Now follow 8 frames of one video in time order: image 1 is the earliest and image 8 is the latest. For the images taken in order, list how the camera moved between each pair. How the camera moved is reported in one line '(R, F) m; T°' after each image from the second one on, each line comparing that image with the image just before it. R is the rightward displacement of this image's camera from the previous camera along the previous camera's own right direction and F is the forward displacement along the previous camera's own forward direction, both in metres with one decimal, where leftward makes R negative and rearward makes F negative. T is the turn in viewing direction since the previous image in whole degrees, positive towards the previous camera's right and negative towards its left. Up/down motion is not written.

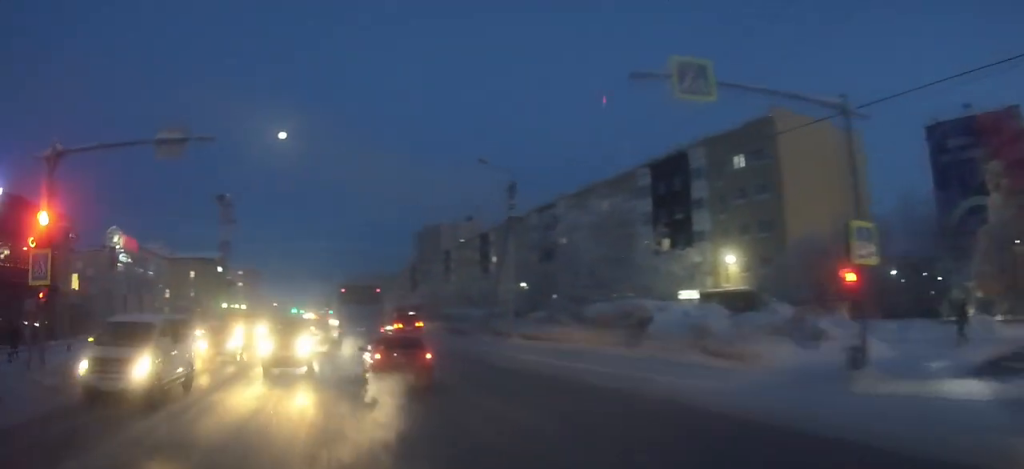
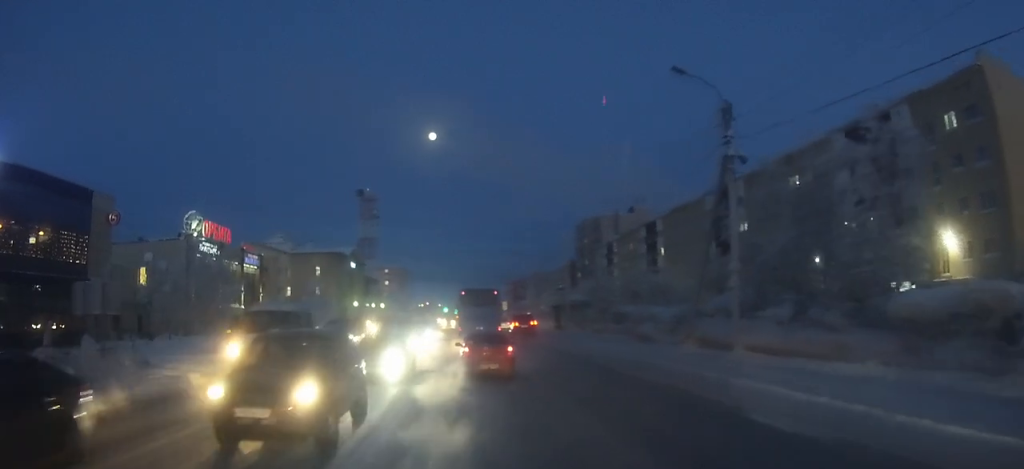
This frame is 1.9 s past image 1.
(-1.5, +12.0) m; -12°
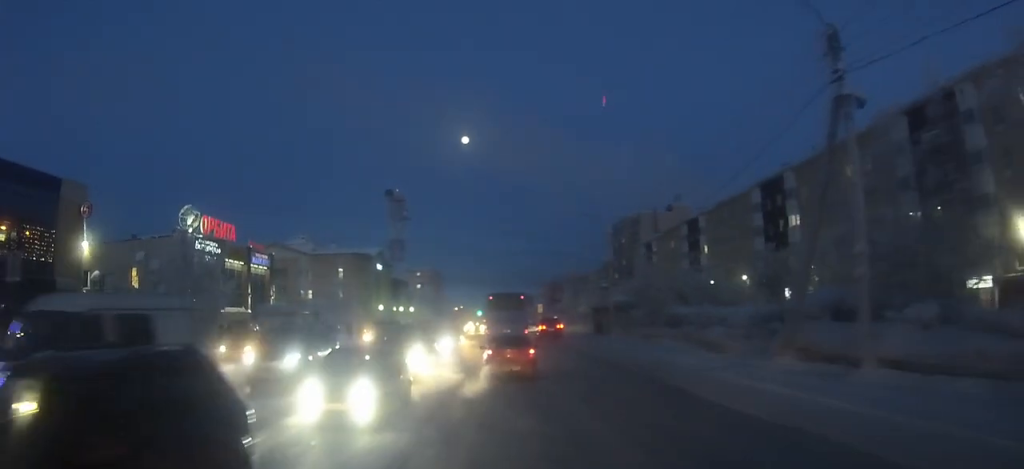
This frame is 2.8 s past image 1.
(-0.2, +6.1) m; -3°
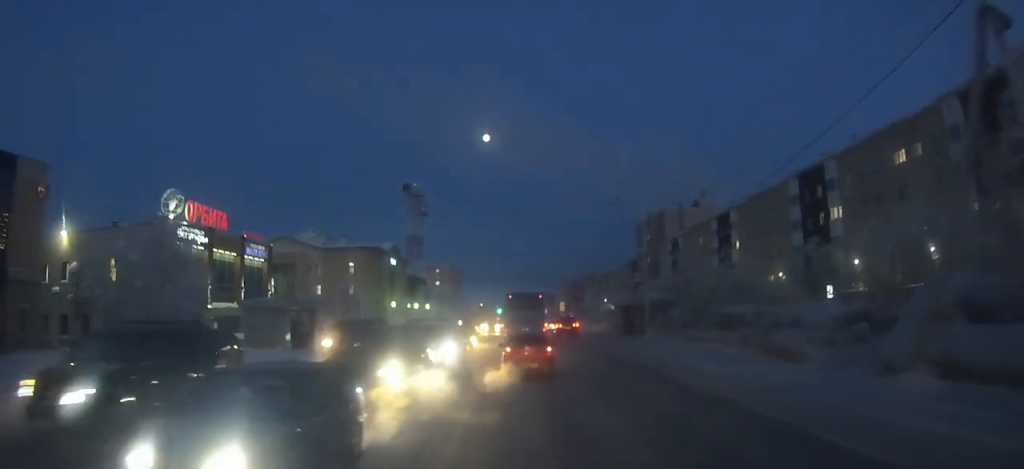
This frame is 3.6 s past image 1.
(-0.1, +5.7) m; -2°
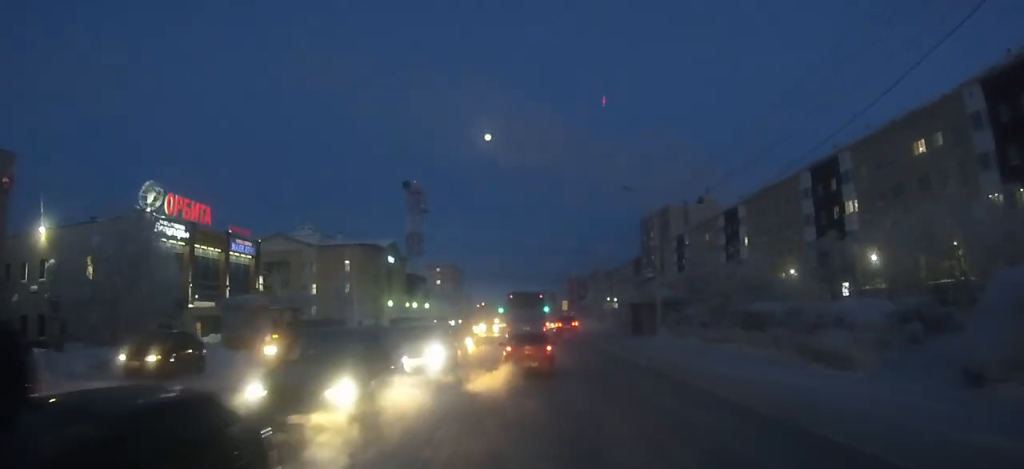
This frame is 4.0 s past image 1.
(-0.1, +3.2) m; 0°
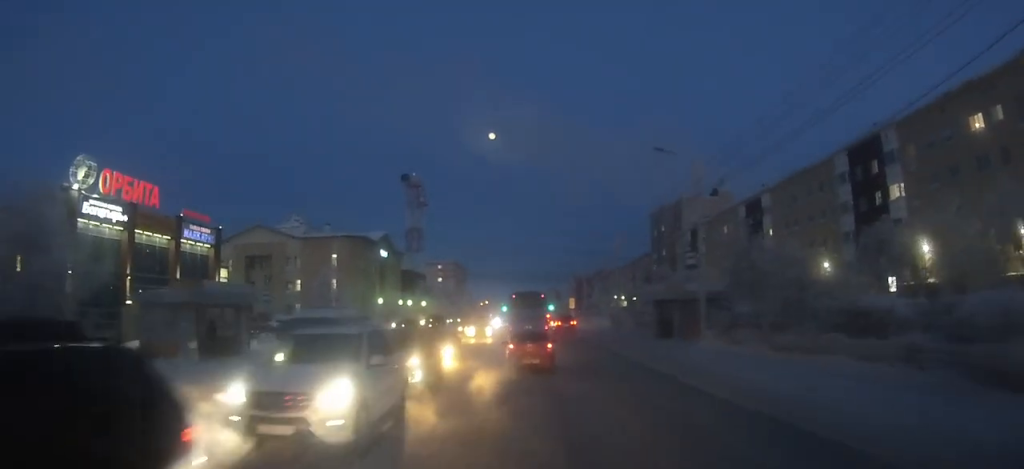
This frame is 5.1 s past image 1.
(0.0, +8.3) m; +1°
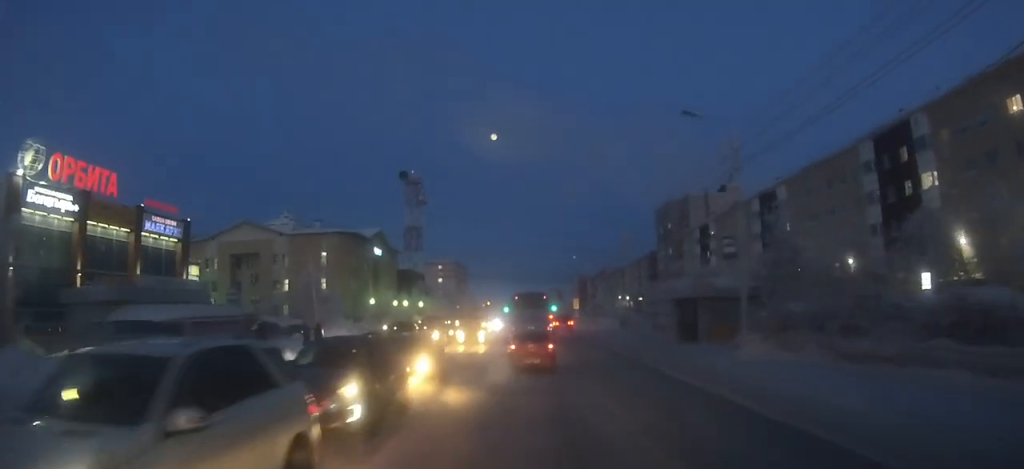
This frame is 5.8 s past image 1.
(0.0, +5.2) m; 0°
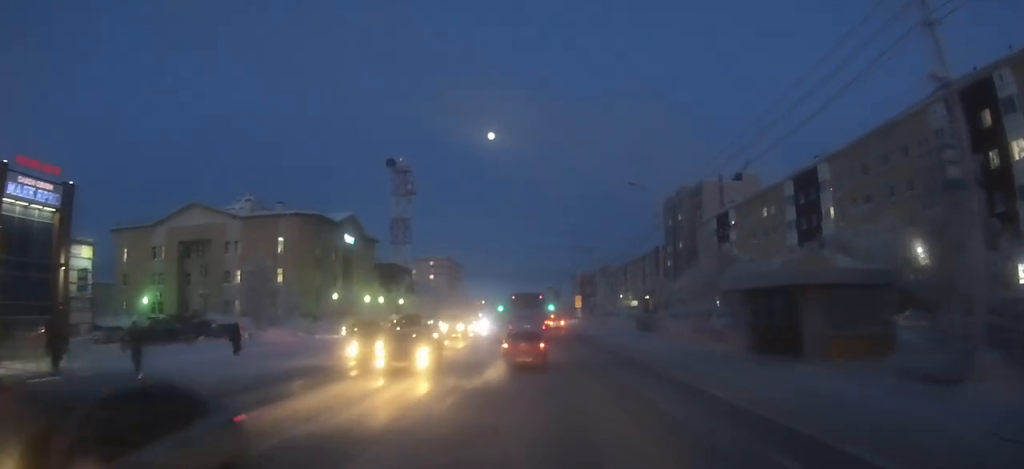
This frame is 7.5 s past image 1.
(-0.1, +13.6) m; -1°
